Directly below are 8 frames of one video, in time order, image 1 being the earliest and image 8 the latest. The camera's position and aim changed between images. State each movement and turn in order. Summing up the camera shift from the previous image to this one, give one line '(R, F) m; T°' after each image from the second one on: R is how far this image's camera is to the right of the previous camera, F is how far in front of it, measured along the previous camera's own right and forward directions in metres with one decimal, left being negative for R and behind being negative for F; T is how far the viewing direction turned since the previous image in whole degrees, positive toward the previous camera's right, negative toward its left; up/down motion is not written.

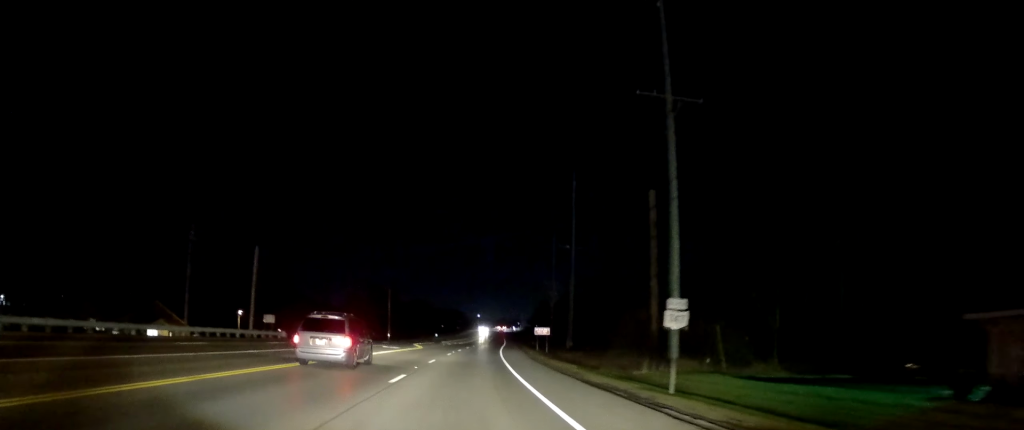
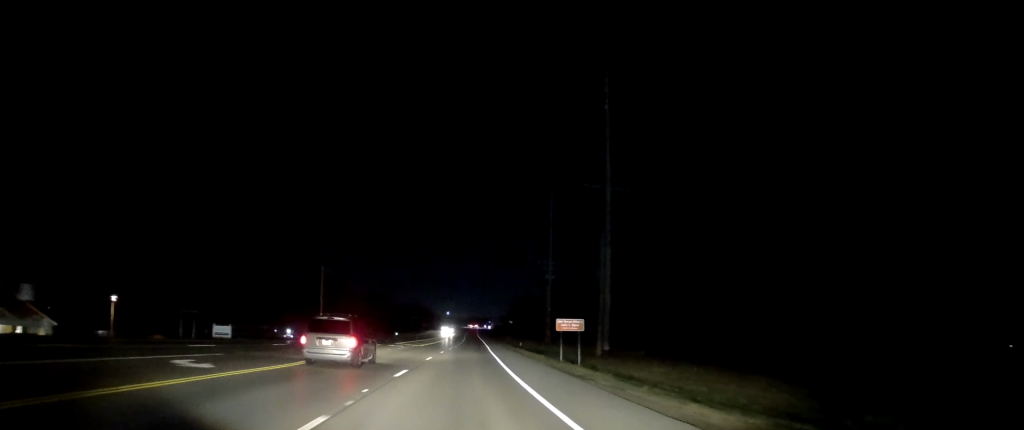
(0.0, +34.7) m; +1°
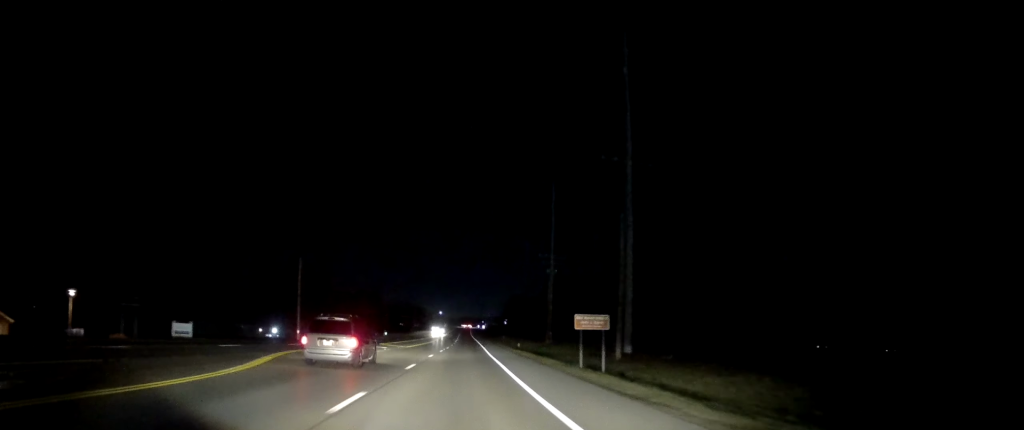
(0.0, +8.9) m; 0°
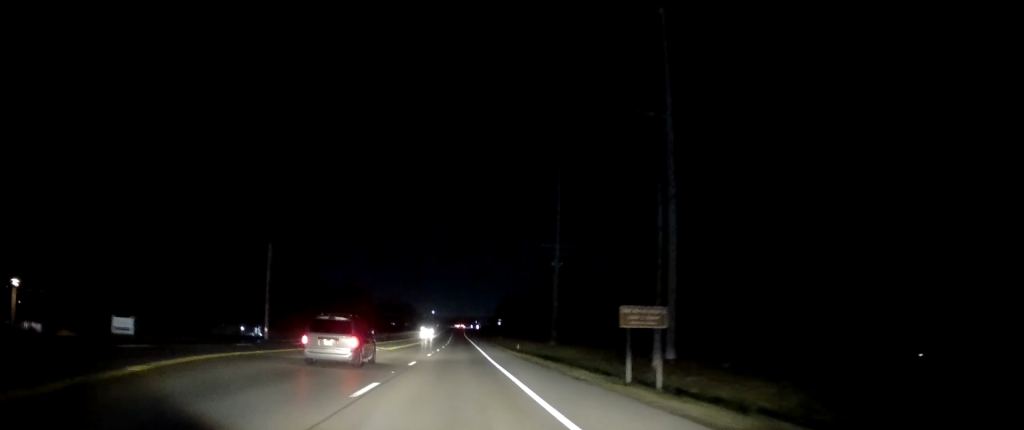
(+0.5, +9.9) m; 0°
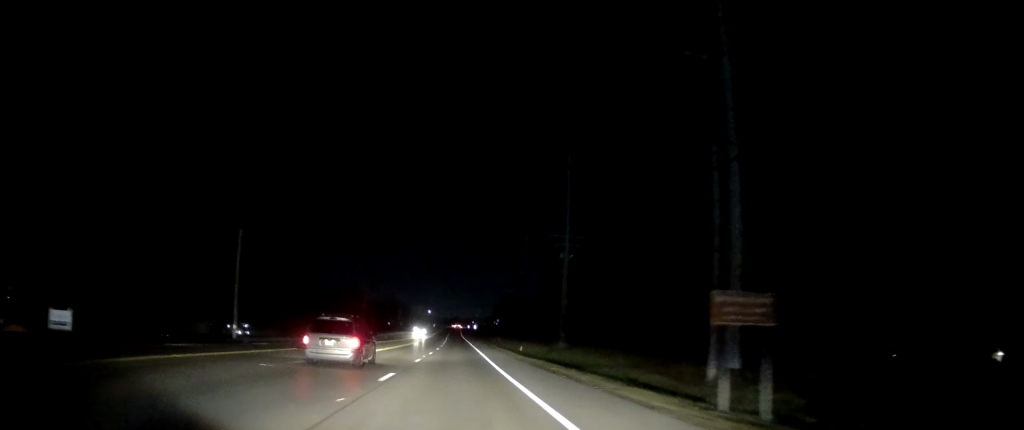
(+0.1, +8.3) m; 0°
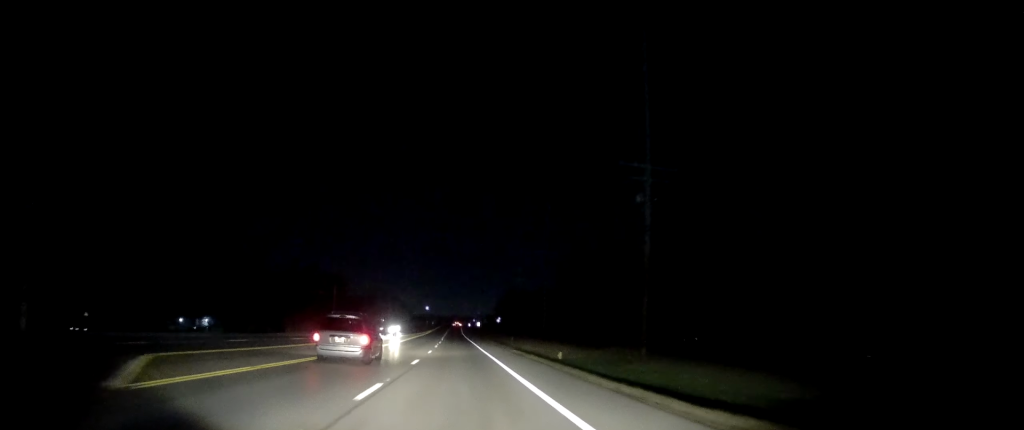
(+0.2, +29.6) m; +2°
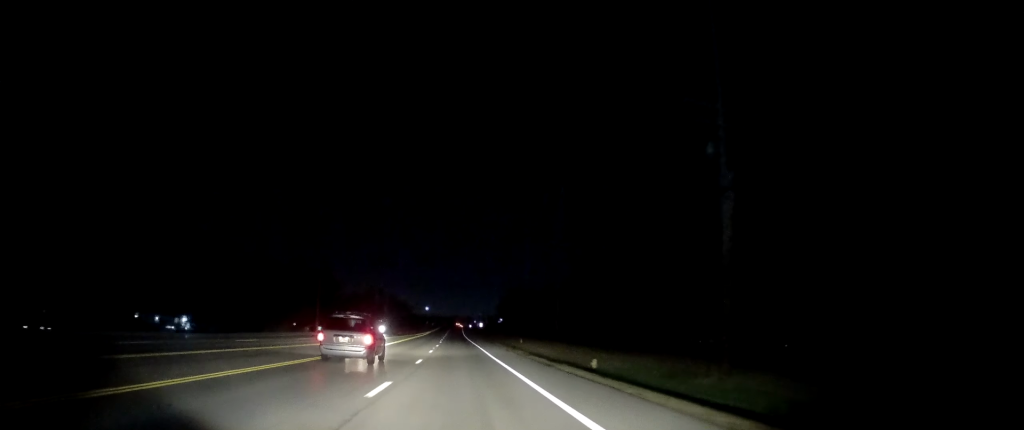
(+0.2, +11.9) m; 0°
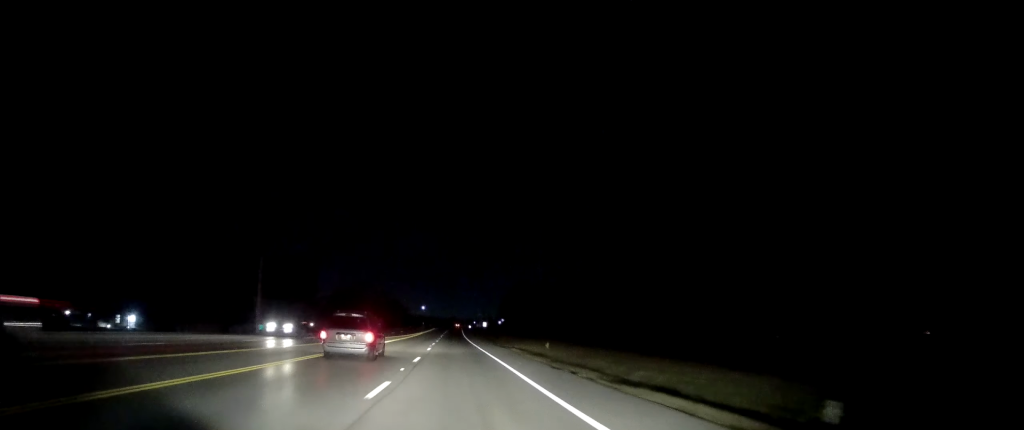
(-0.5, +25.2) m; -1°
